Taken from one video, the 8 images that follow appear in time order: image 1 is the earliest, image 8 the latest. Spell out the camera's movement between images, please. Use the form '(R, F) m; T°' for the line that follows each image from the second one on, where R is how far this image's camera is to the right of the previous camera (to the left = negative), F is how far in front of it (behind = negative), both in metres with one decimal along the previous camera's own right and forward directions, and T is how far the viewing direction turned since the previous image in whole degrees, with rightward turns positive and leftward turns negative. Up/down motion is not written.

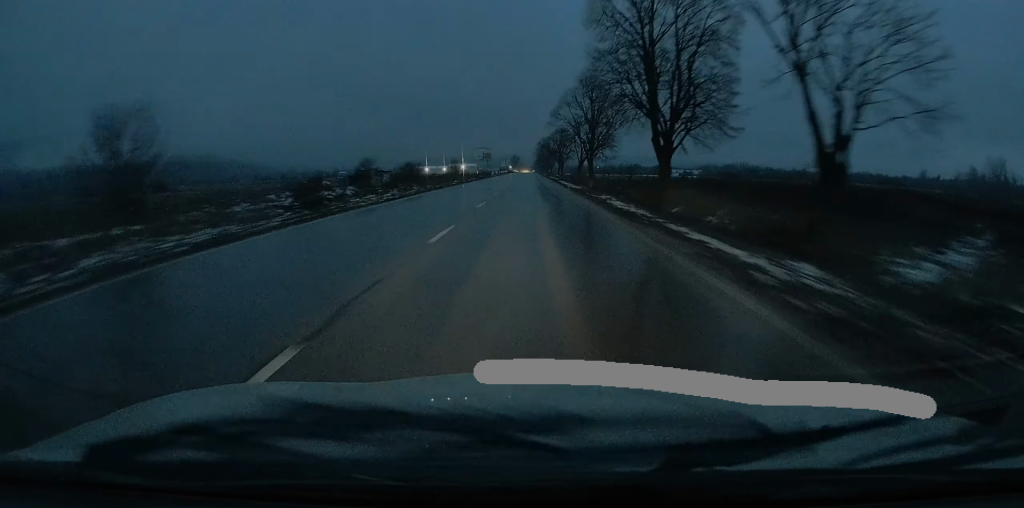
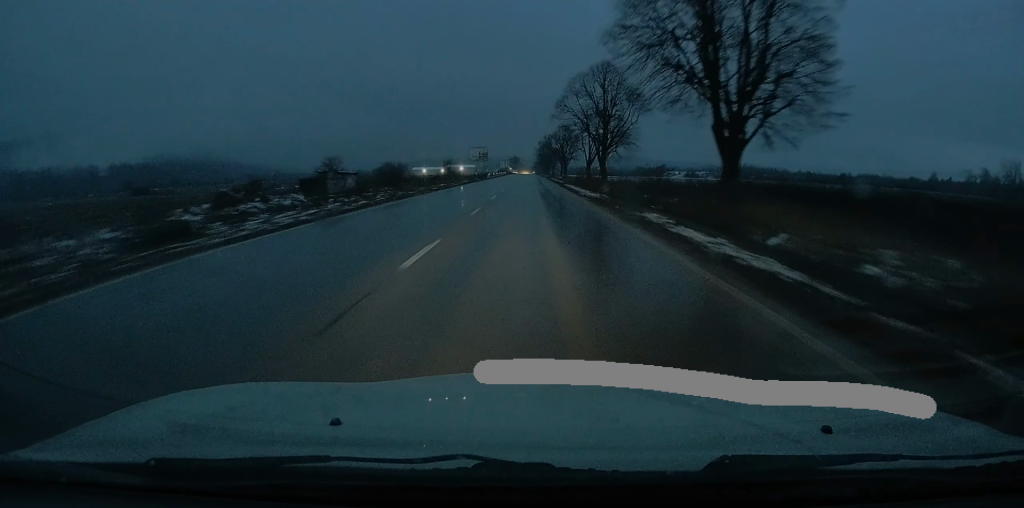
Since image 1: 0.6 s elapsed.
(0.0, +11.6) m; 0°
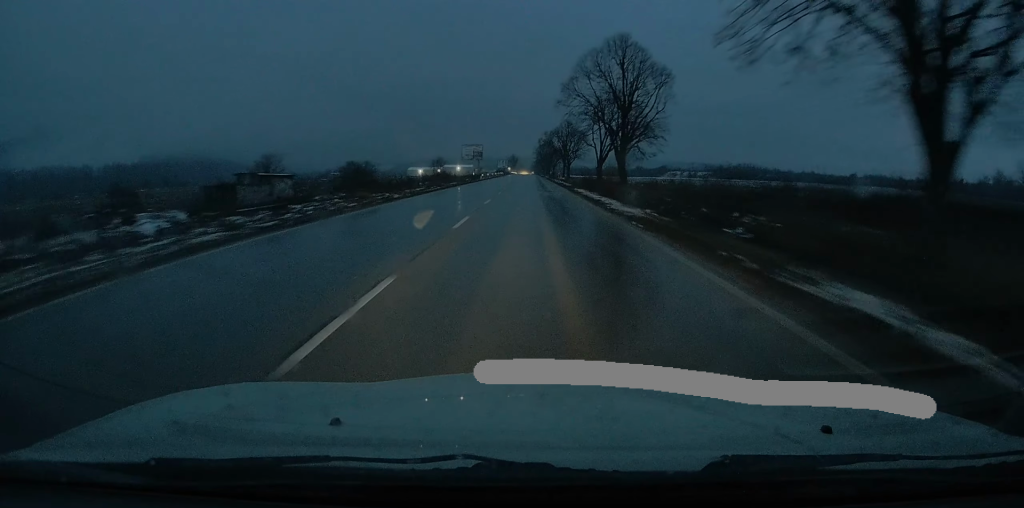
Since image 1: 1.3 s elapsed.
(-0.1, +12.9) m; 0°
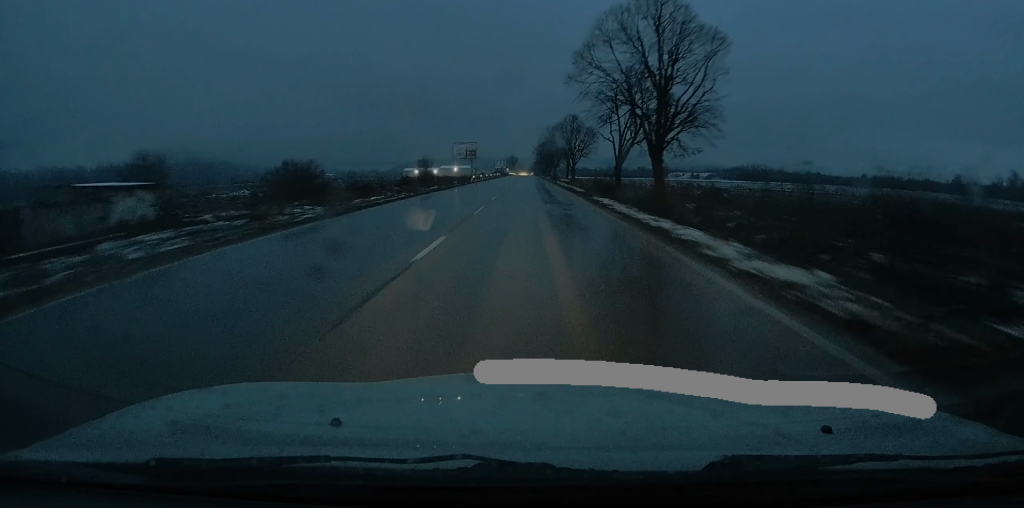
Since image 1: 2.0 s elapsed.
(0.0, +13.7) m; 0°
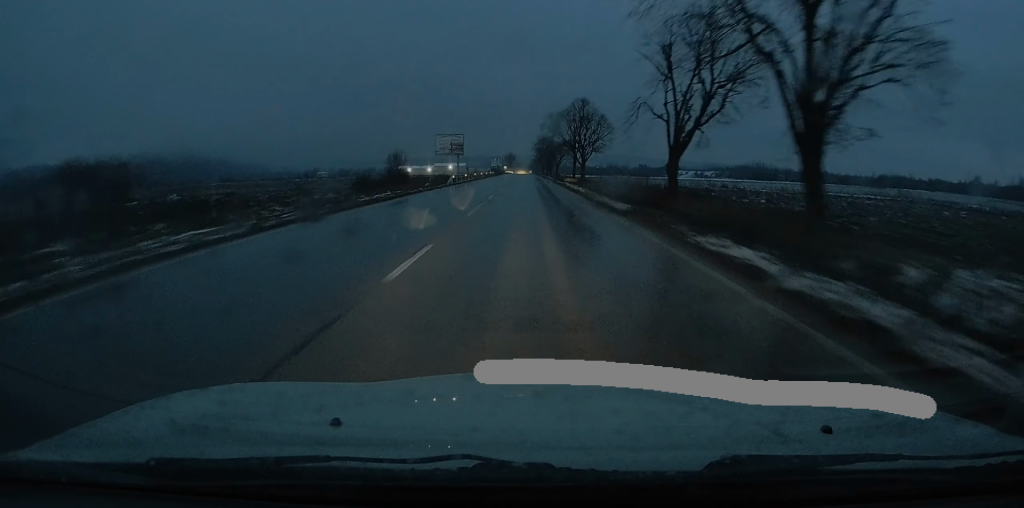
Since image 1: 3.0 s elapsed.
(+0.1, +19.6) m; 0°
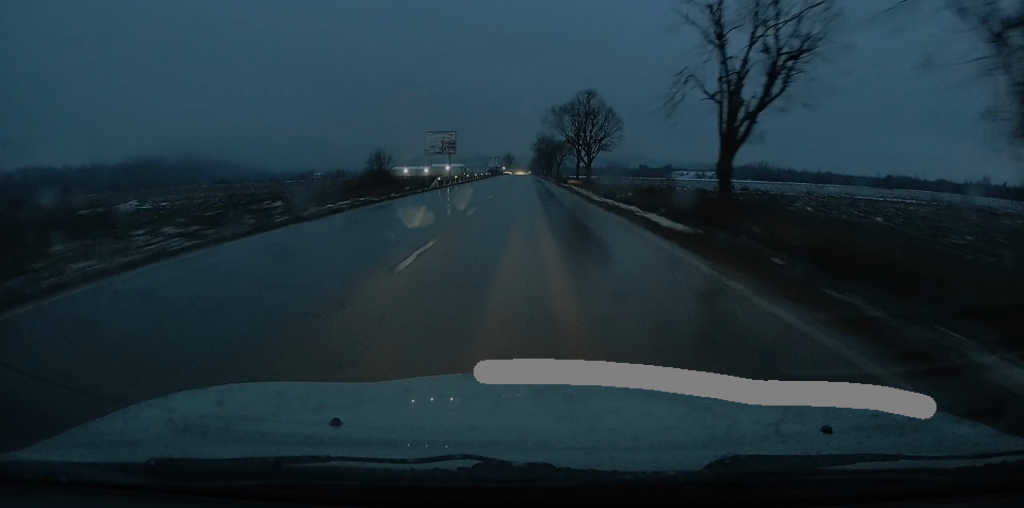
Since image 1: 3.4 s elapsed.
(0.0, +8.5) m; 0°
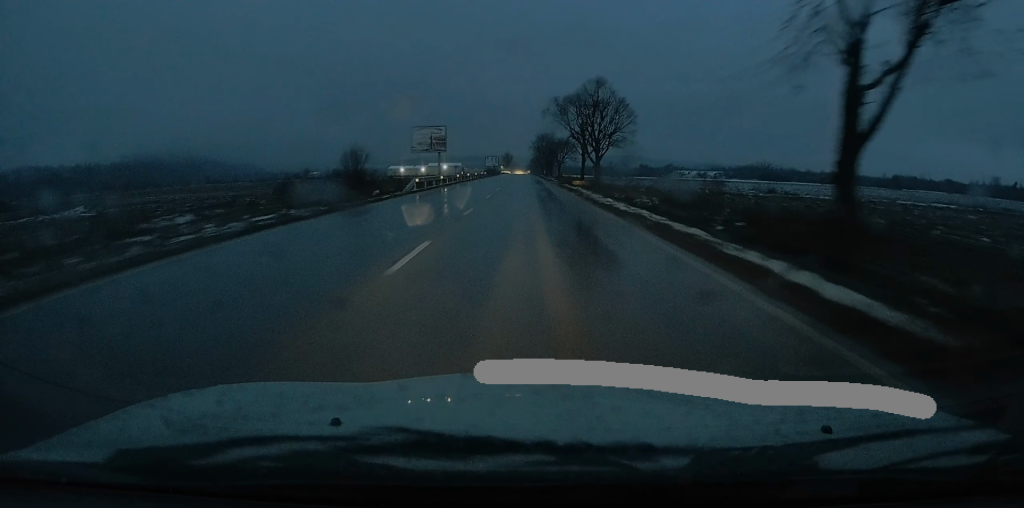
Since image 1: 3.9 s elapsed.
(0.0, +9.2) m; 0°
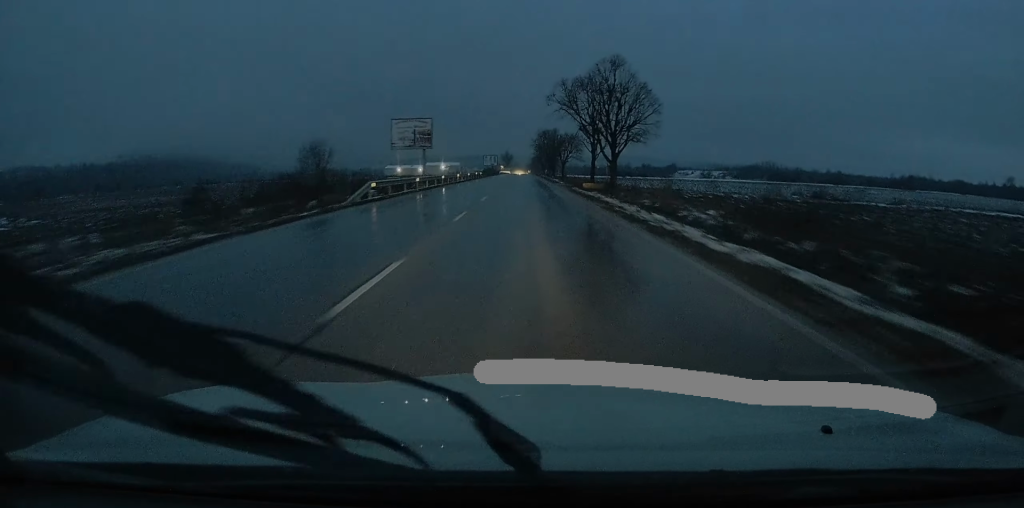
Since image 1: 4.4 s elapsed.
(0.0, +11.3) m; 0°
